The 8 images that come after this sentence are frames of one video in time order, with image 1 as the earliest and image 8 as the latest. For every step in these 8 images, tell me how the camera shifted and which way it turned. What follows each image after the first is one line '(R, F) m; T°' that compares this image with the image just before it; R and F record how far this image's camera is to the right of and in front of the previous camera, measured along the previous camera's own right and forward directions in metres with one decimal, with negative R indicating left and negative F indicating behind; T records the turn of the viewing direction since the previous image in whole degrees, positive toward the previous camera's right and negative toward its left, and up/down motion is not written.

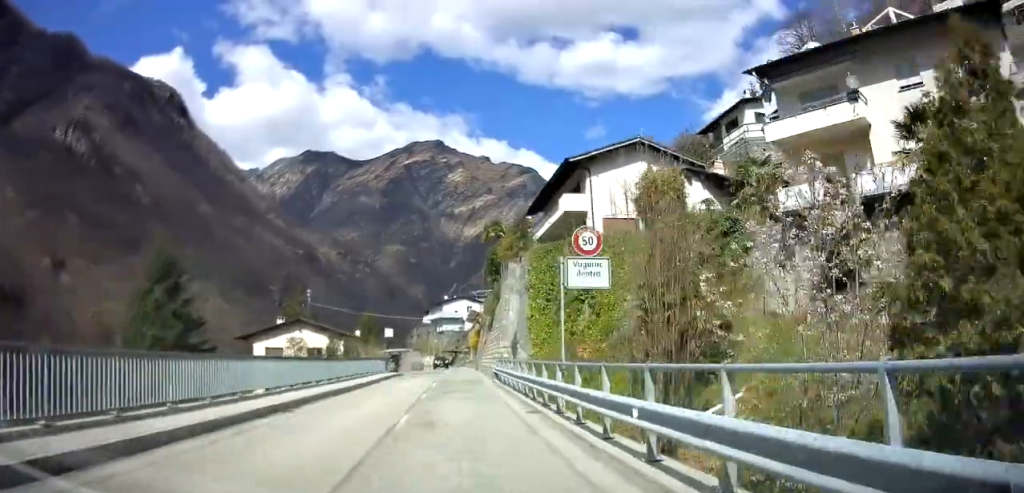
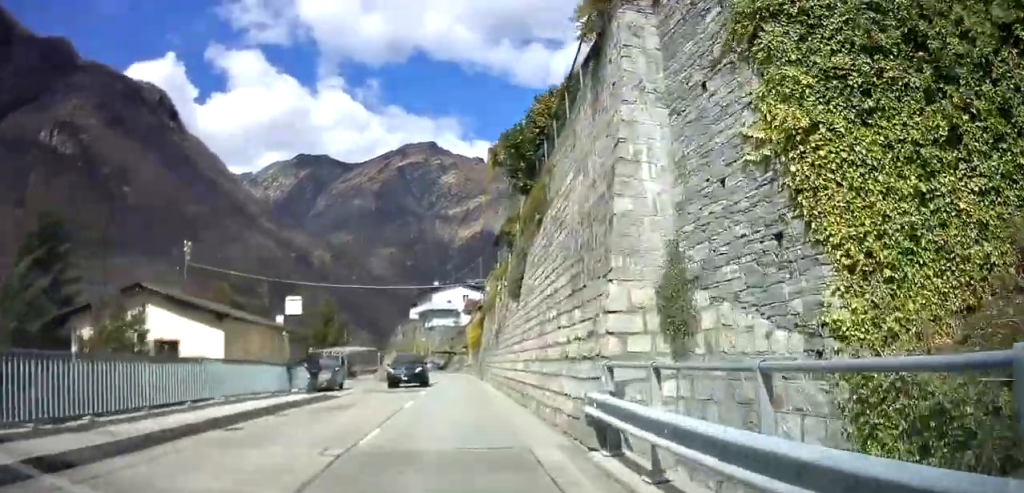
(+0.2, +25.7) m; +1°
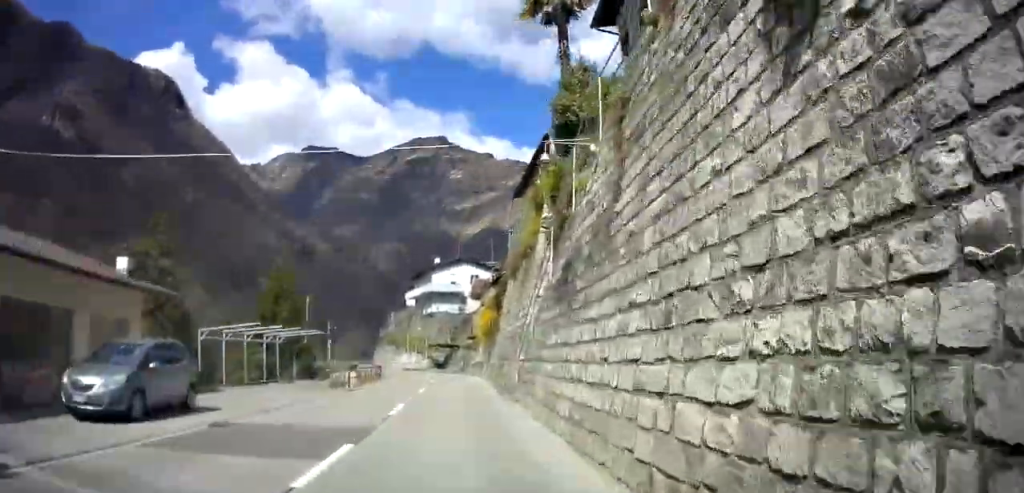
(+0.2, +17.3) m; -1°
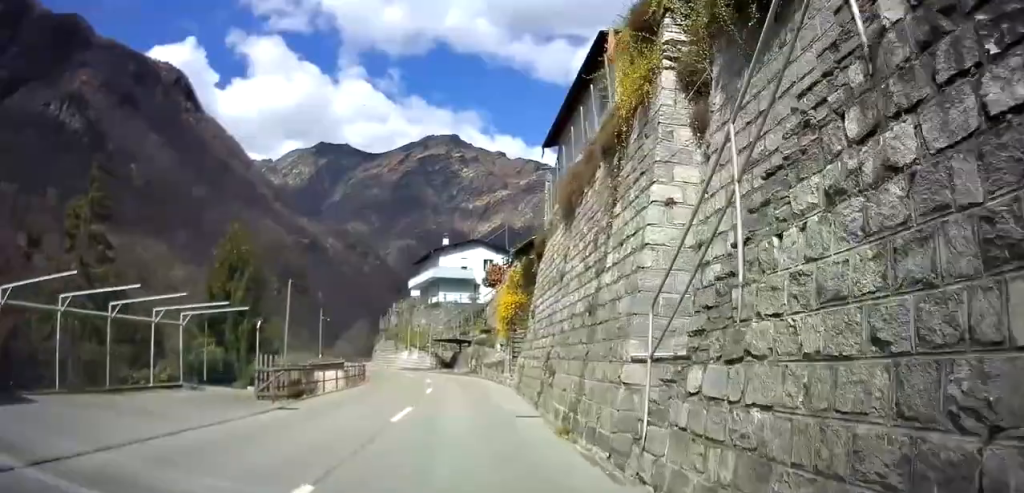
(-0.2, +11.0) m; -1°
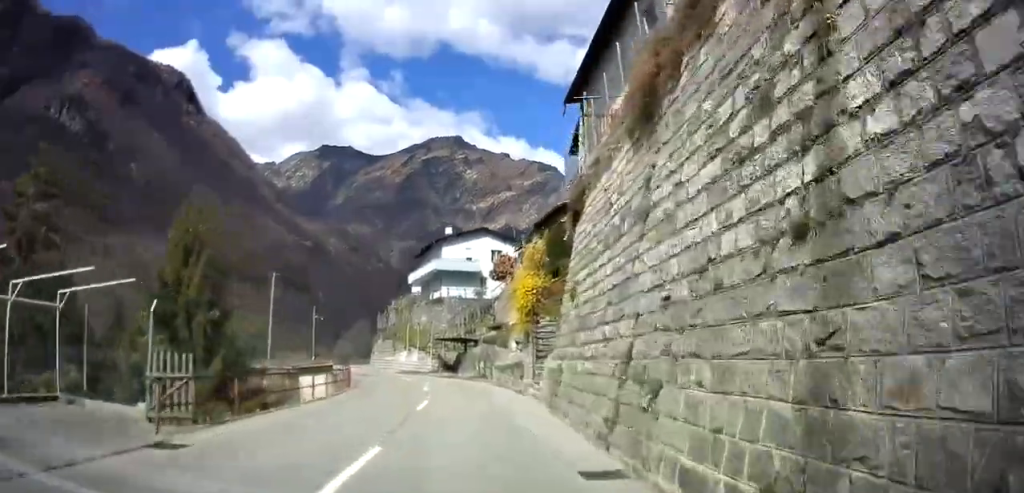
(-0.1, +6.4) m; -1°
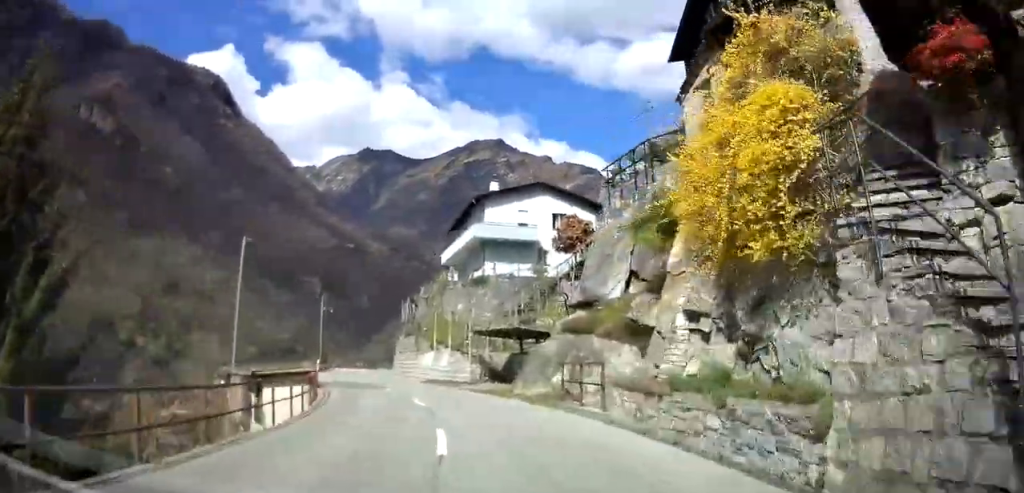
(0.0, +16.0) m; -3°
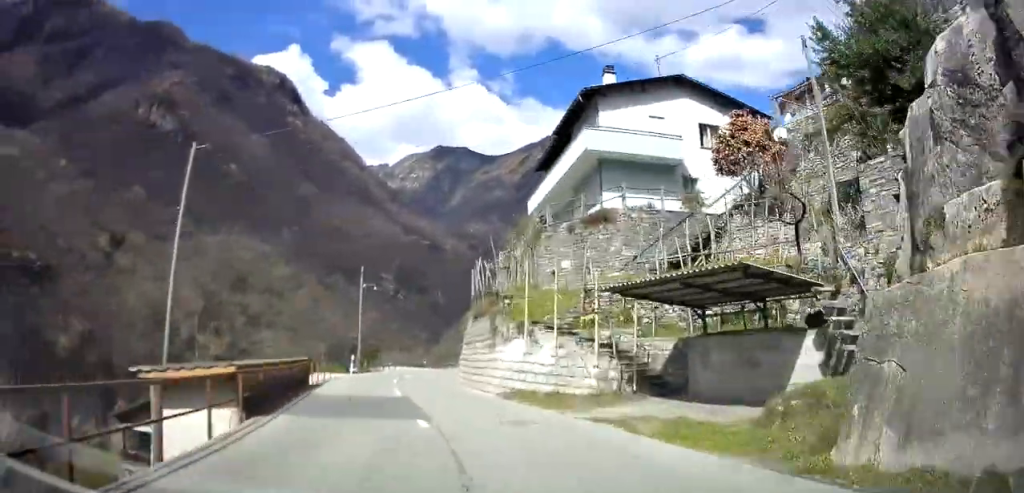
(-1.1, +16.0) m; -9°
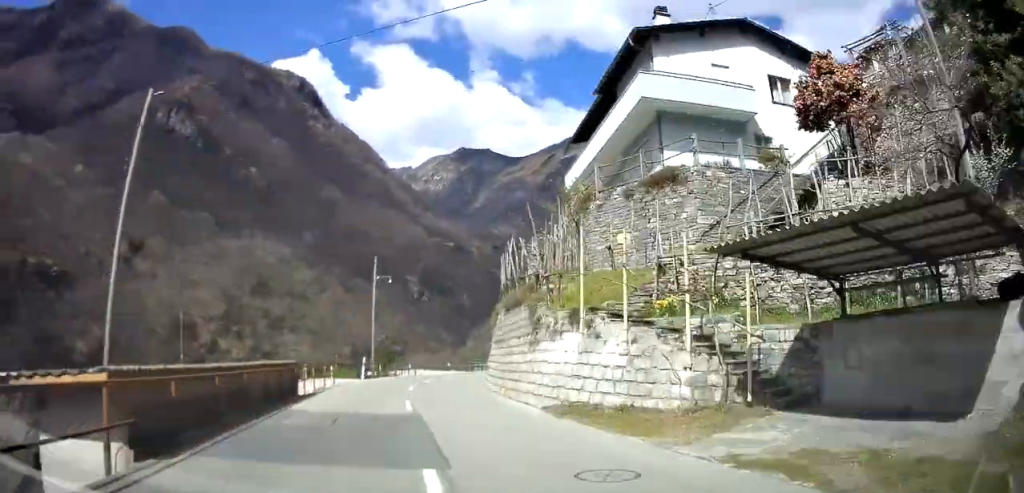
(-0.4, +5.4) m; -2°
